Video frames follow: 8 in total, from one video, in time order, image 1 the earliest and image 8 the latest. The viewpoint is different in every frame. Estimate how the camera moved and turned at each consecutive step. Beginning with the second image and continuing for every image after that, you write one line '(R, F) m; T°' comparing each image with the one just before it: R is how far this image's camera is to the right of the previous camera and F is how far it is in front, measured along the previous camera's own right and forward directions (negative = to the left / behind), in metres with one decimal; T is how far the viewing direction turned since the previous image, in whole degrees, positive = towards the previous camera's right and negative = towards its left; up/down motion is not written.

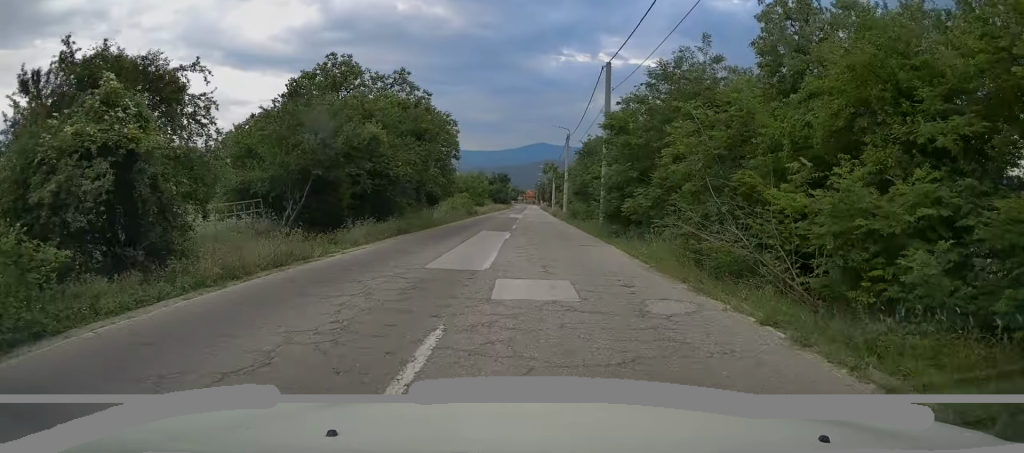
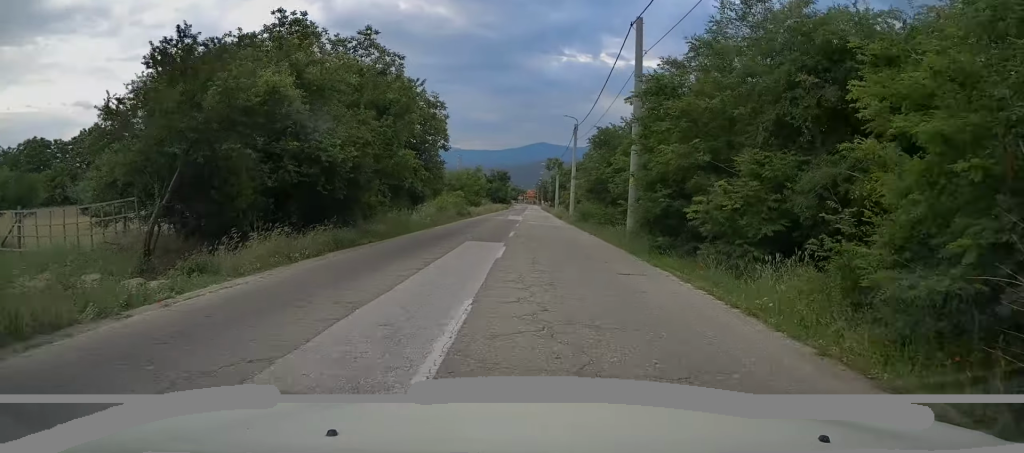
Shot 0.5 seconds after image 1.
(+0.1, +7.0) m; 0°
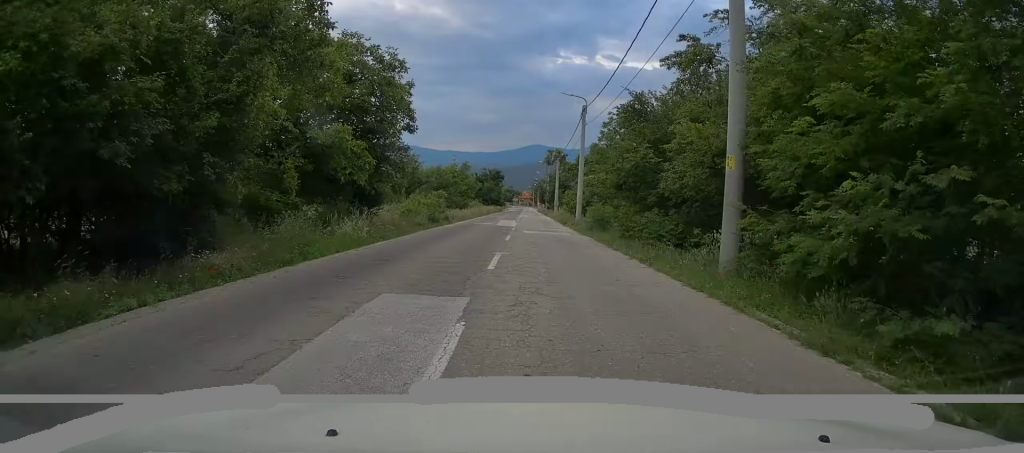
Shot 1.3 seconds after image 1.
(-0.1, +10.1) m; 0°
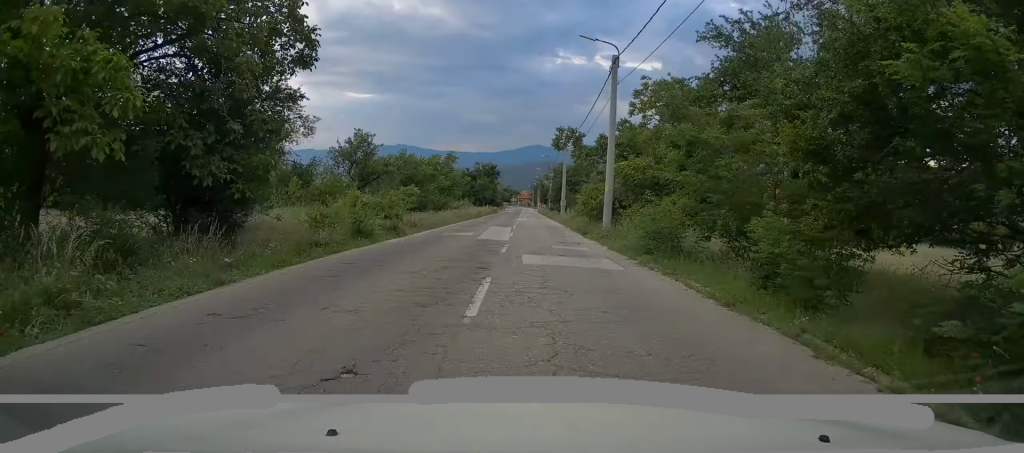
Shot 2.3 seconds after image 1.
(+0.1, +13.2) m; 0°
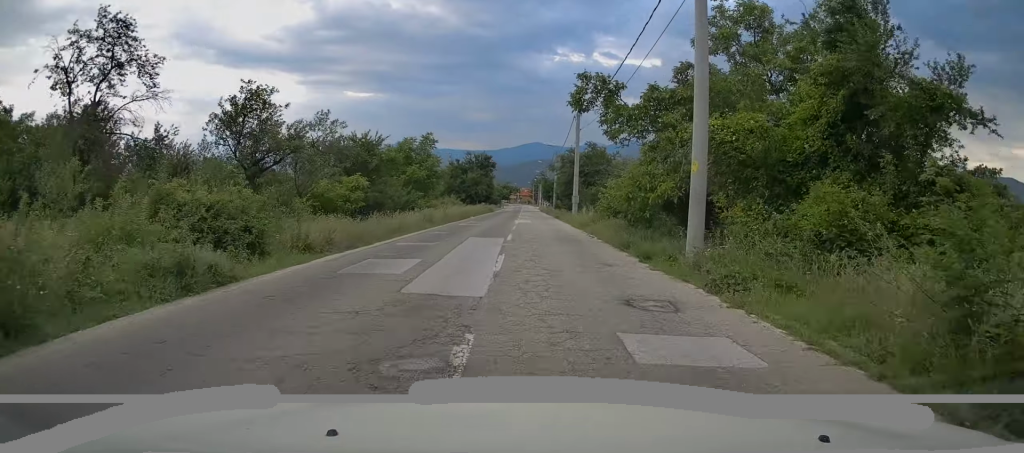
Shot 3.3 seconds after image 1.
(-0.1, +13.0) m; -1°
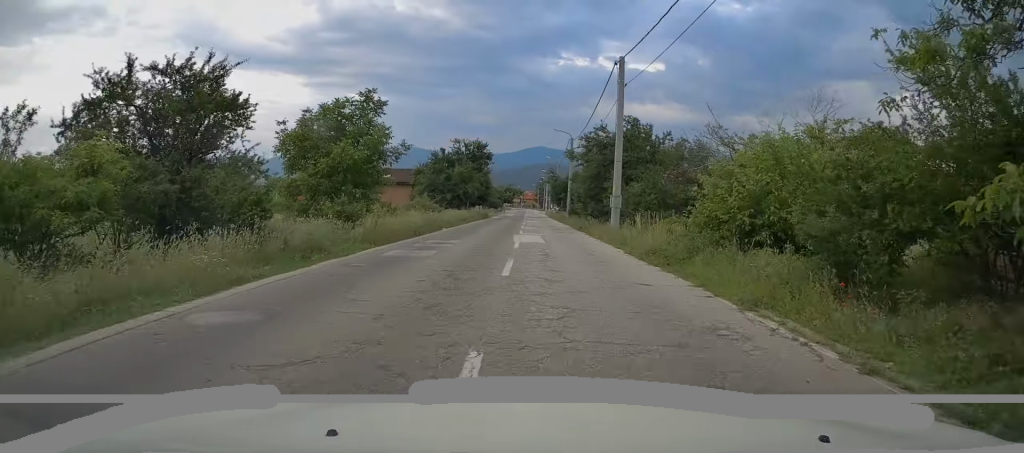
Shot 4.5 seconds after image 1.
(0.0, +17.1) m; +1°
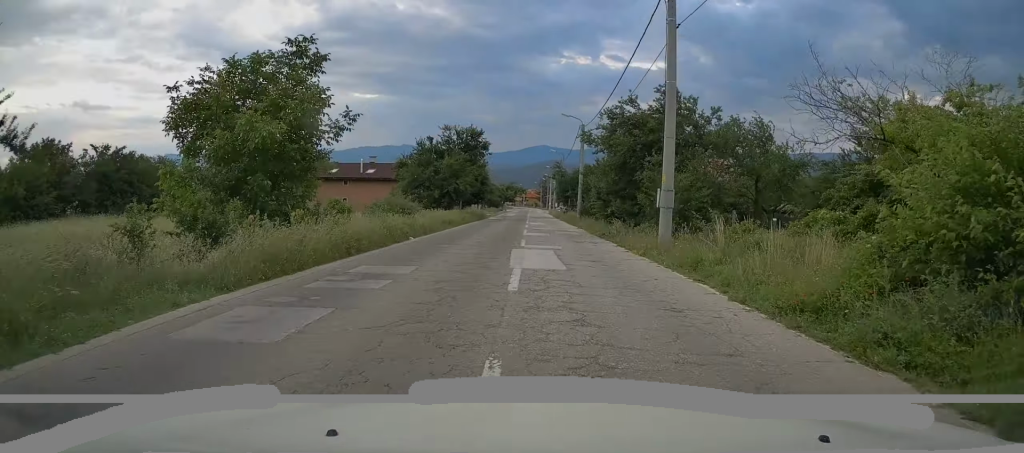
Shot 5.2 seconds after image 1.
(+0.1, +8.5) m; 0°
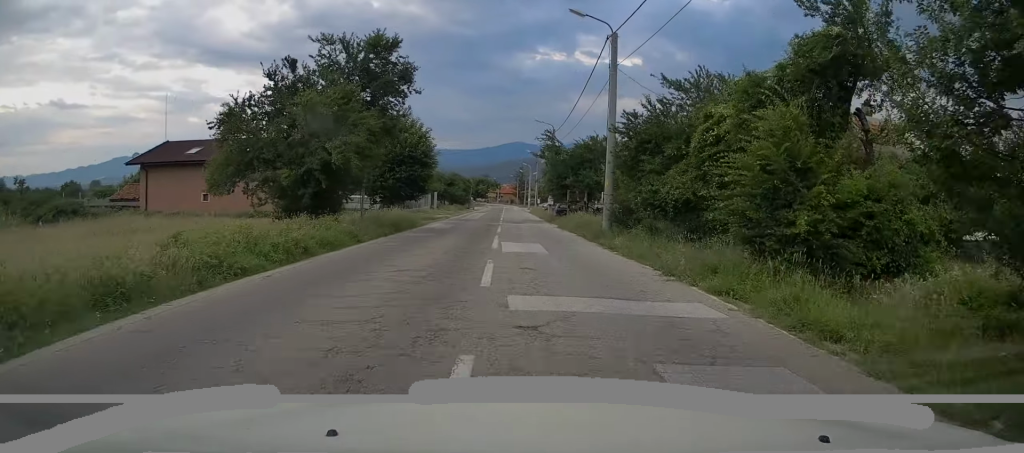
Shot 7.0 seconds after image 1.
(0.0, +25.1) m; 0°
